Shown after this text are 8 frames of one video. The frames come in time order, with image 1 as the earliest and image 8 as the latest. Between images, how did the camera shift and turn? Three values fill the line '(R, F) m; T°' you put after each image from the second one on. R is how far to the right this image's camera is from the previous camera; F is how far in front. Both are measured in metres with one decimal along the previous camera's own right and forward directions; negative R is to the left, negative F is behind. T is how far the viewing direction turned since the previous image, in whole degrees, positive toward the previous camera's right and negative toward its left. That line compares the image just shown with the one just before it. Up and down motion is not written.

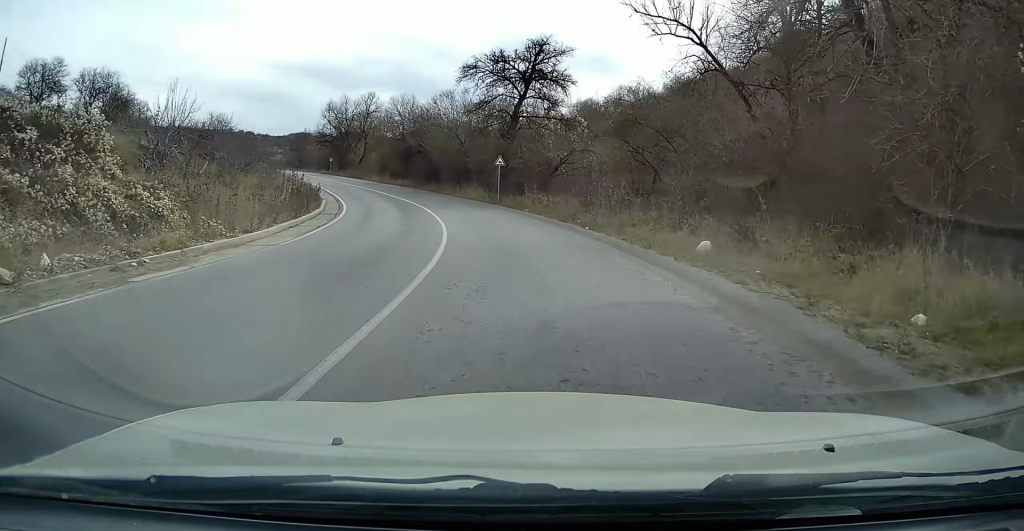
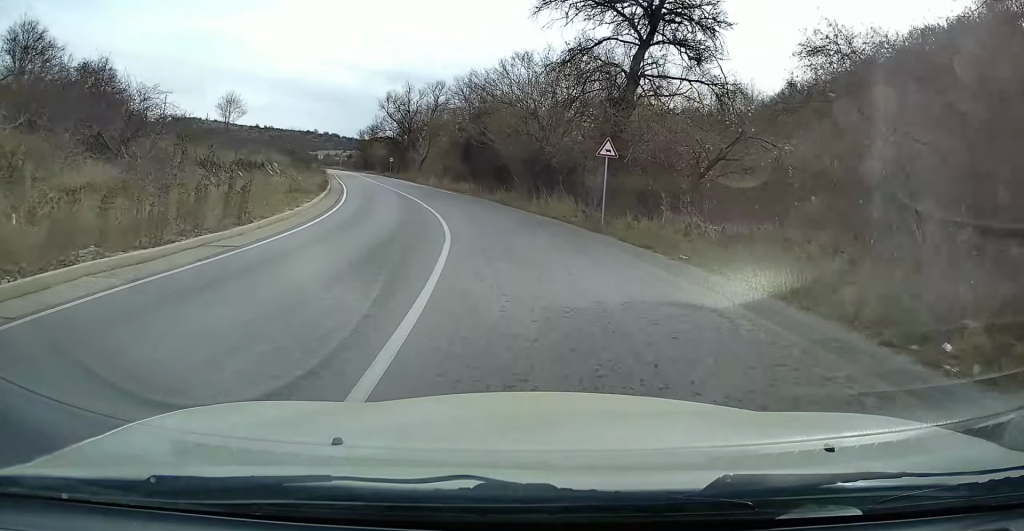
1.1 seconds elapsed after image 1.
(-0.6, +17.2) m; -6°
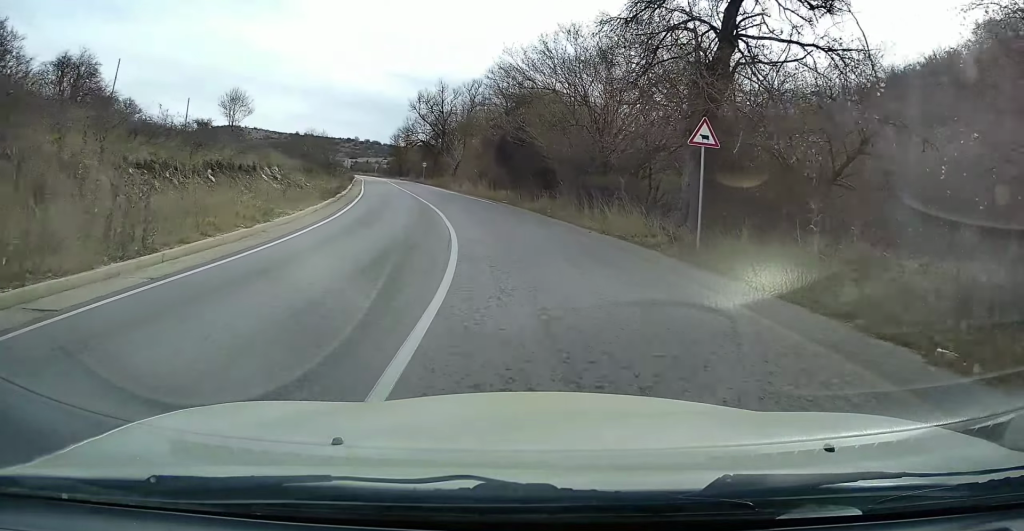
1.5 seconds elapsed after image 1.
(-0.5, +6.7) m; -3°
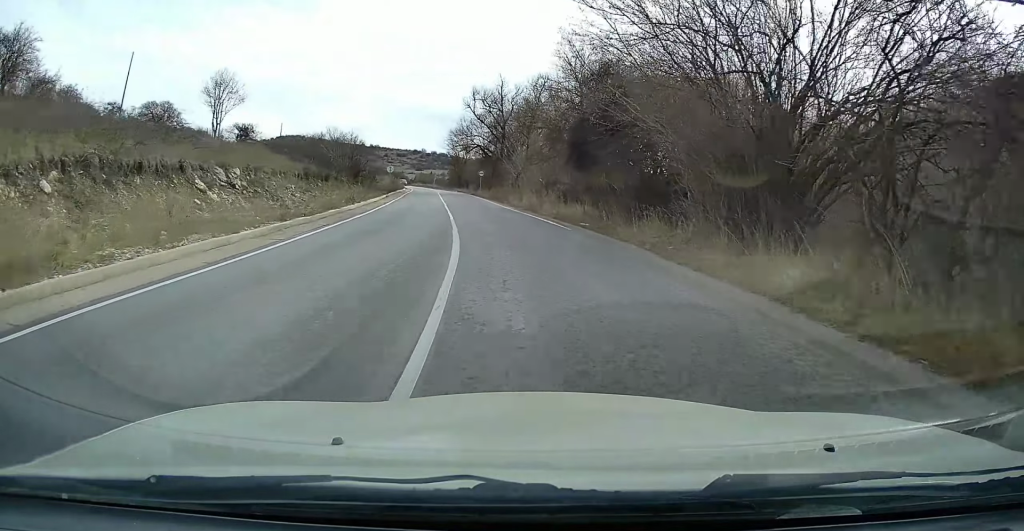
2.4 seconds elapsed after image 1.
(-0.7, +12.8) m; -6°
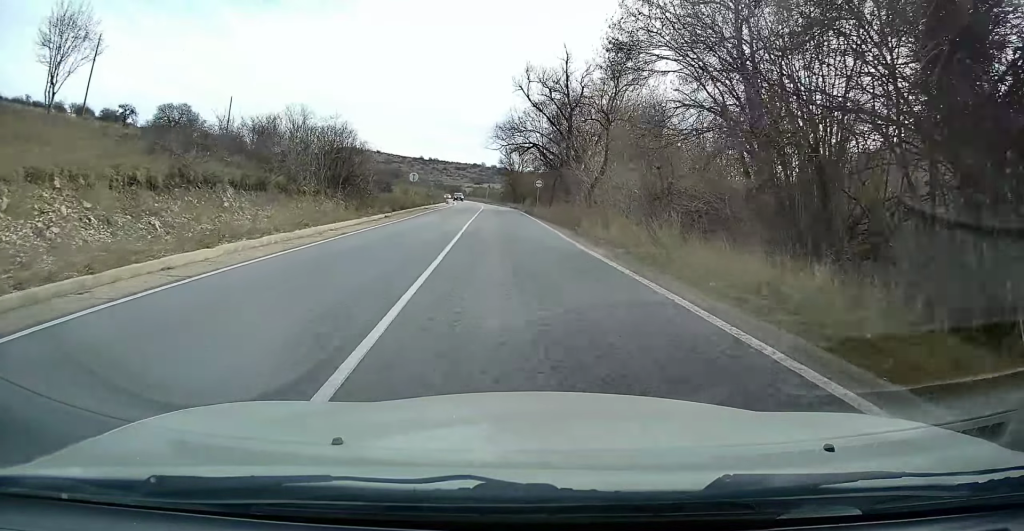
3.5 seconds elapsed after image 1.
(-1.4, +18.5) m; -7°
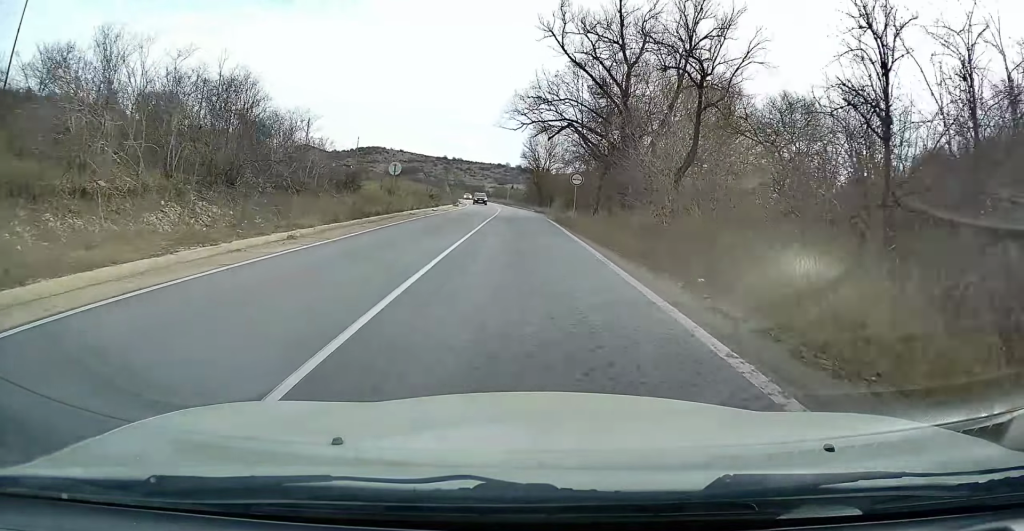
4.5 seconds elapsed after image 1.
(-0.5, +15.5) m; -2°
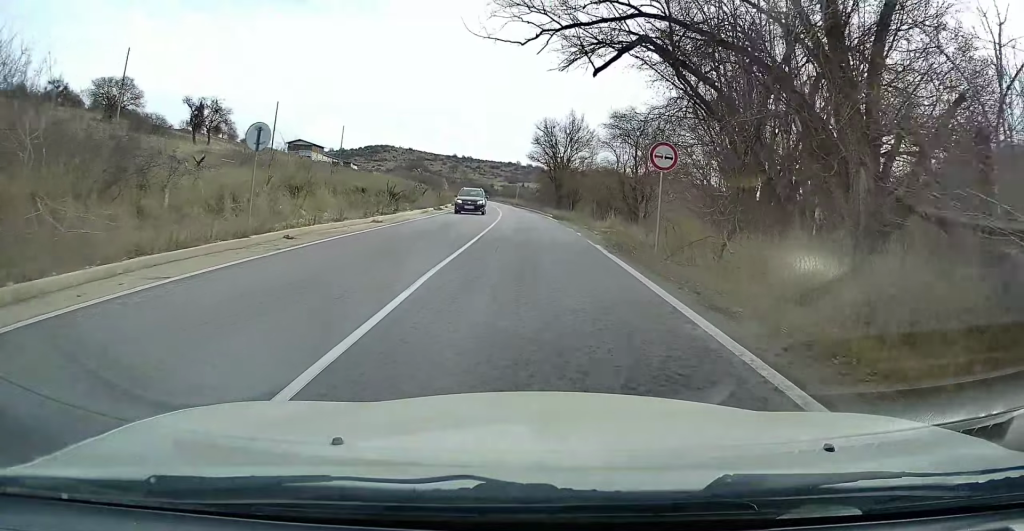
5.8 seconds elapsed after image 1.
(-0.2, +19.8) m; -1°
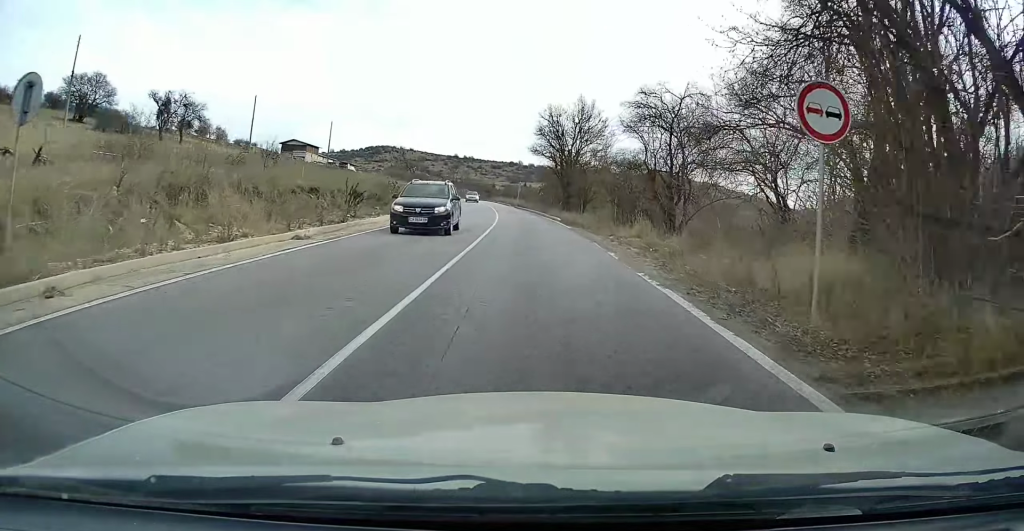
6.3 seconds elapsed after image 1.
(0.0, +8.4) m; 0°
